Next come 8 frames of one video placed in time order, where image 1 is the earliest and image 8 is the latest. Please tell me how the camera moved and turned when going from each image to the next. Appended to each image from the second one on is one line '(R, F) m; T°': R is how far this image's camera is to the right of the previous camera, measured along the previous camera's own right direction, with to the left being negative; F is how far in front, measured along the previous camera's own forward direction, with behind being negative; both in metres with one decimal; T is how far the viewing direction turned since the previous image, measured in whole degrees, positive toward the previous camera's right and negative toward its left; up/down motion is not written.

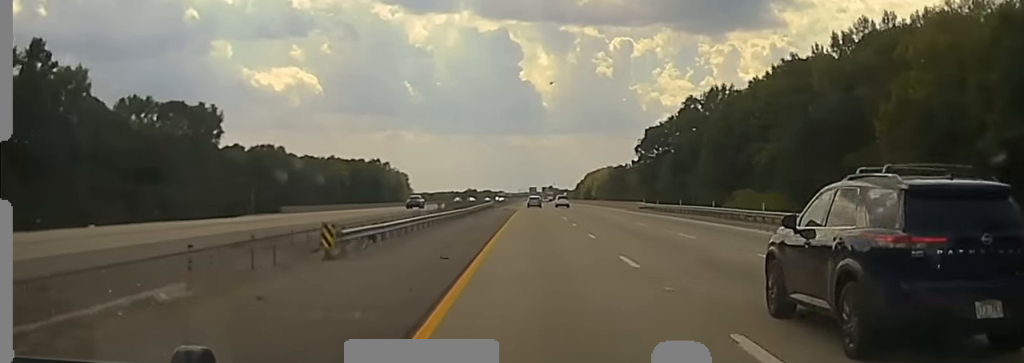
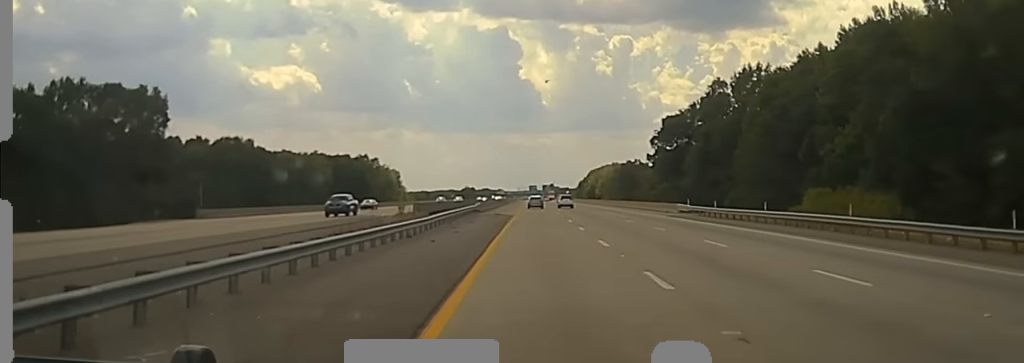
(-0.1, +30.8) m; 0°
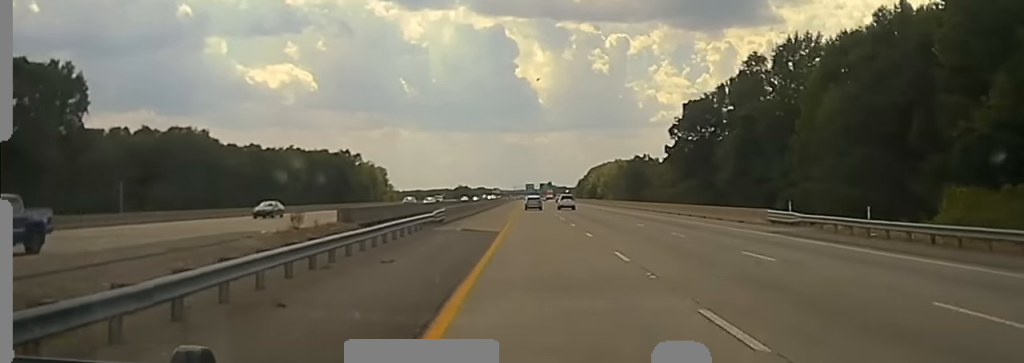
(+0.1, +28.8) m; 0°
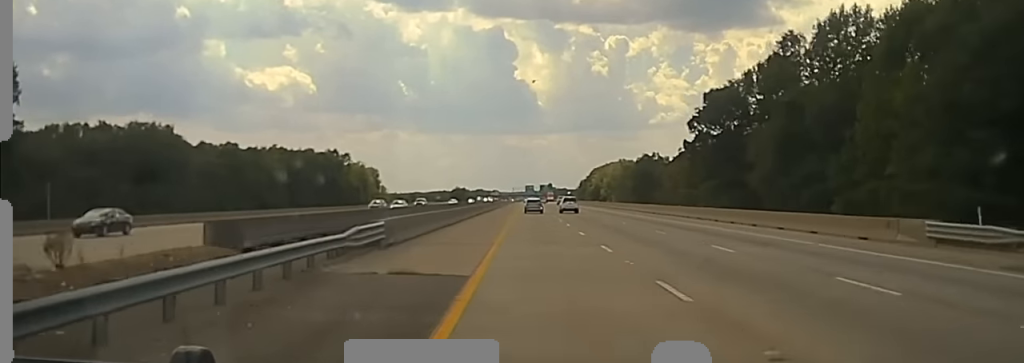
(+0.1, +20.3) m; 0°
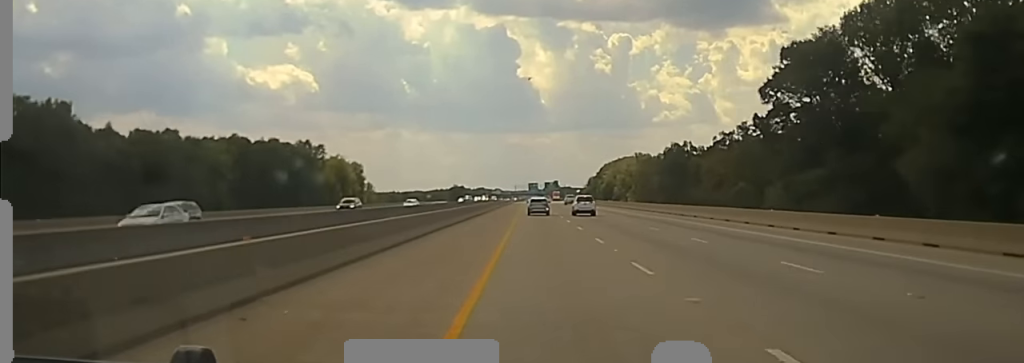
(-0.3, +42.3) m; 0°
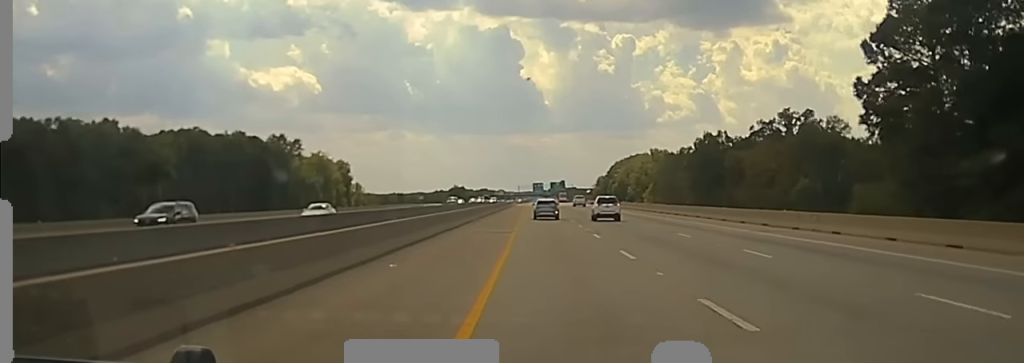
(+0.3, +31.4) m; 0°
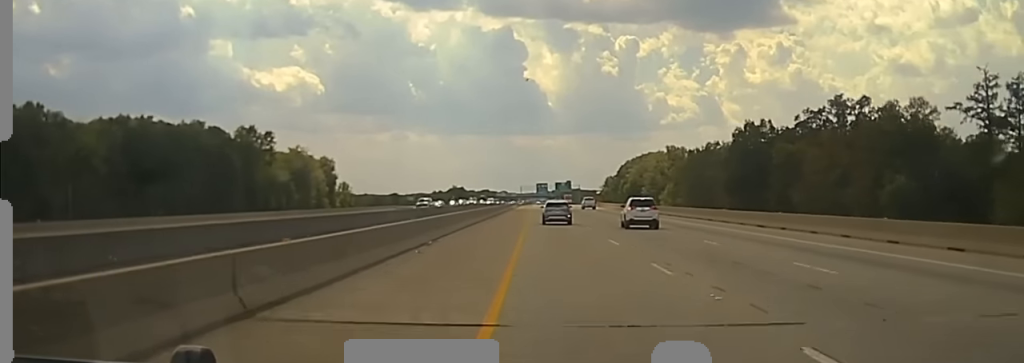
(+0.3, +28.0) m; 0°
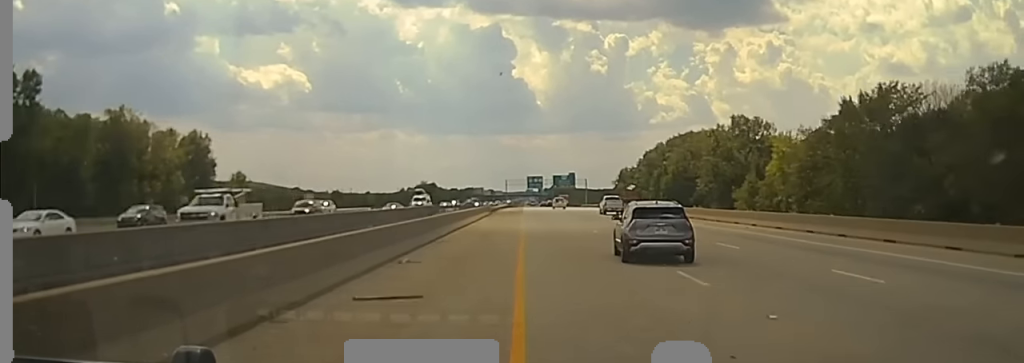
(-1.5, +101.9) m; 0°
